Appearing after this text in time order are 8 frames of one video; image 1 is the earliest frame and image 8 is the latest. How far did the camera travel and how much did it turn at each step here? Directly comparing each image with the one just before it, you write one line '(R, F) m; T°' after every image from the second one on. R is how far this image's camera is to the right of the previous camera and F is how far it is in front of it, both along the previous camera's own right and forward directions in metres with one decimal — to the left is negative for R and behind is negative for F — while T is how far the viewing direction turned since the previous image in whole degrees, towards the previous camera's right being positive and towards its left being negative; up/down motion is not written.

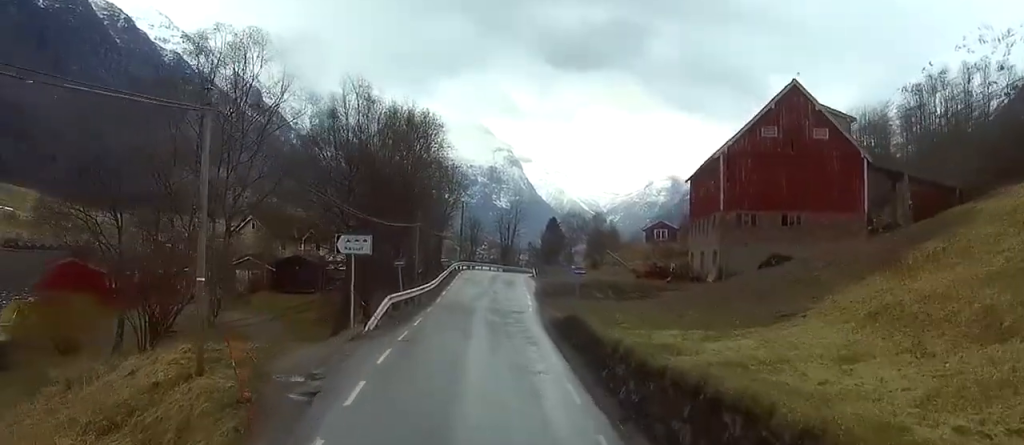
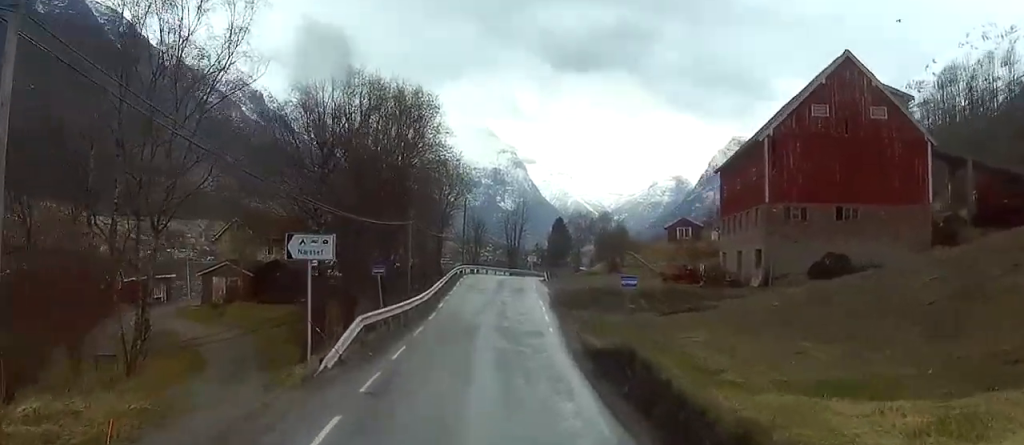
(-0.1, +9.5) m; -2°
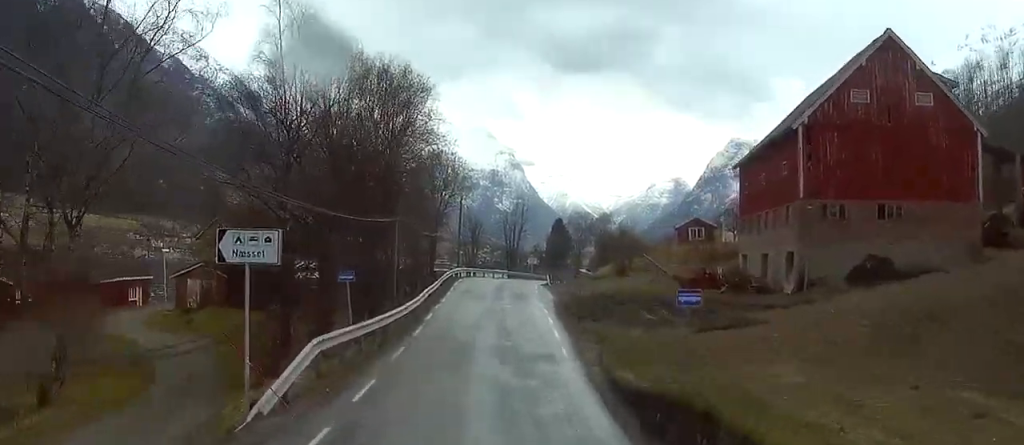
(0.0, +6.5) m; -2°
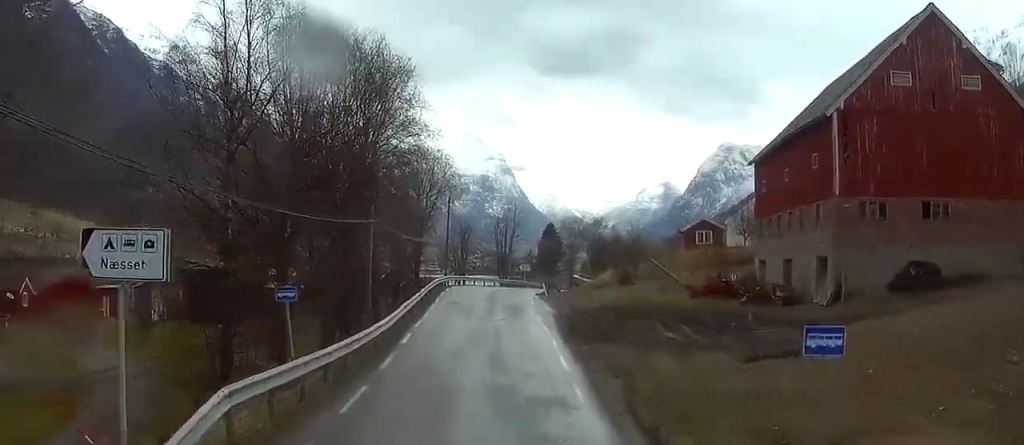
(-0.2, +6.5) m; -2°
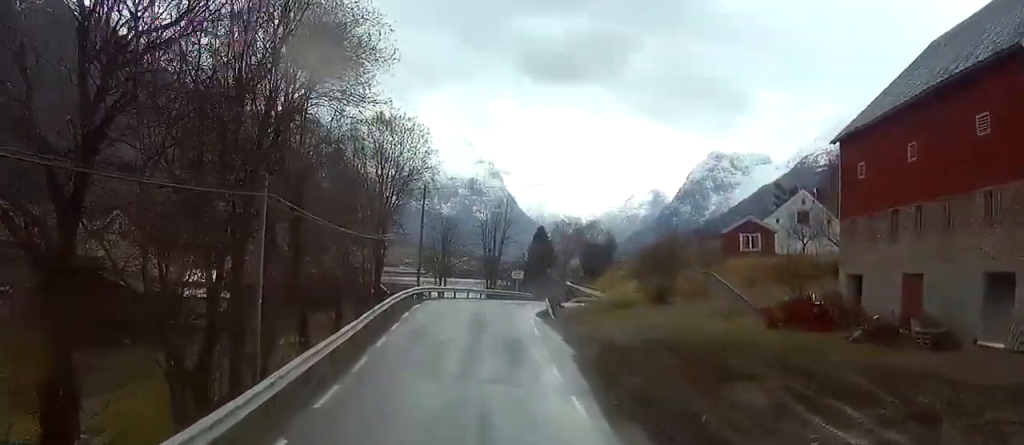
(-0.6, +17.8) m; -3°
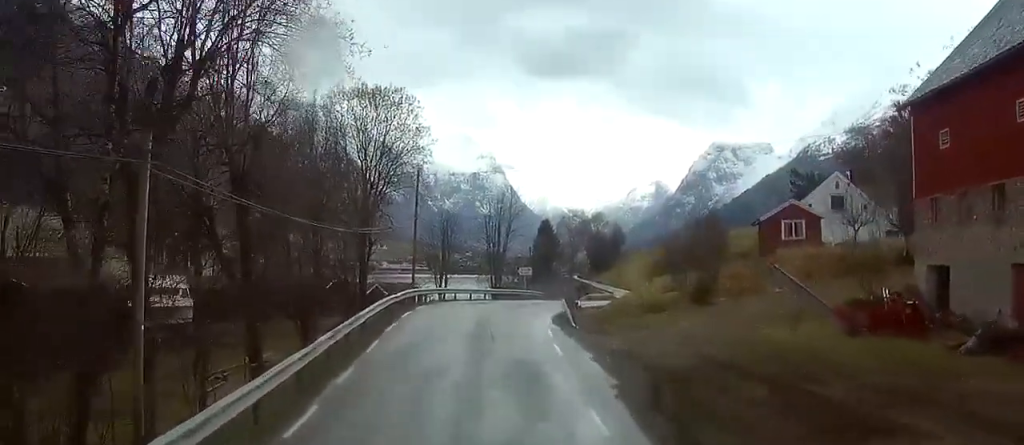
(-0.1, +8.8) m; 0°
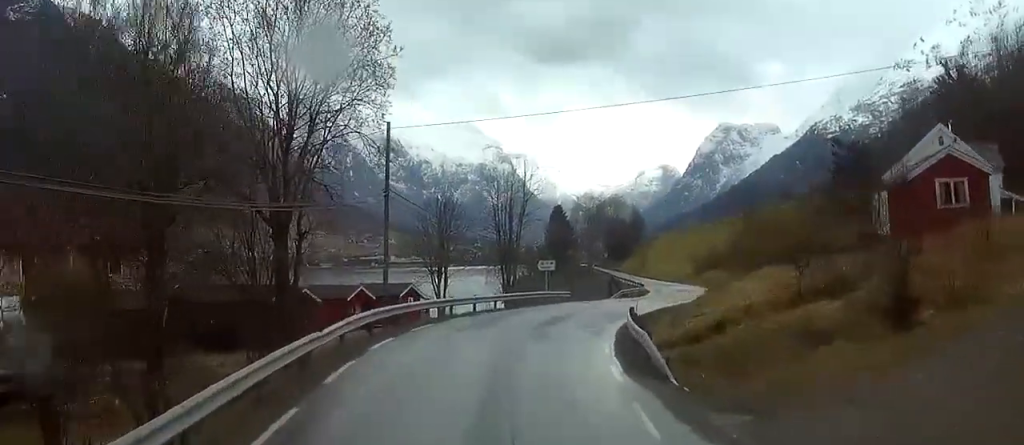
(-0.1, +20.1) m; 0°
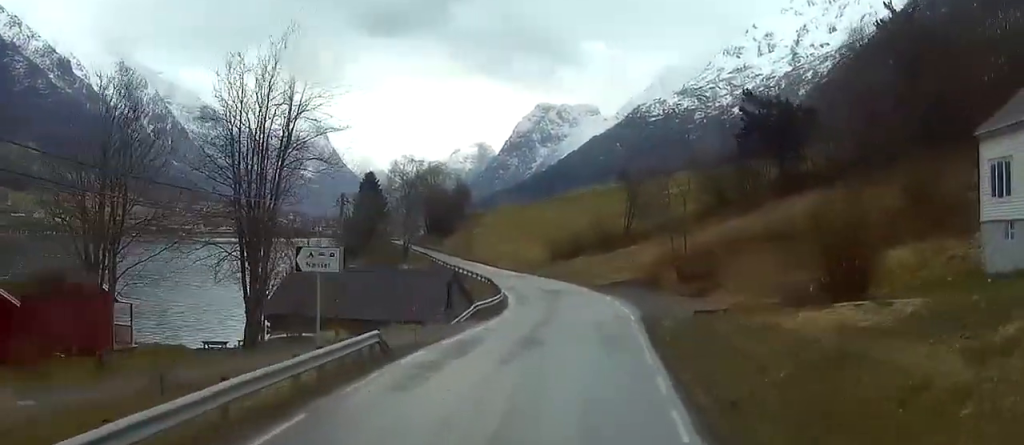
(+3.2, +42.4) m; +11°
